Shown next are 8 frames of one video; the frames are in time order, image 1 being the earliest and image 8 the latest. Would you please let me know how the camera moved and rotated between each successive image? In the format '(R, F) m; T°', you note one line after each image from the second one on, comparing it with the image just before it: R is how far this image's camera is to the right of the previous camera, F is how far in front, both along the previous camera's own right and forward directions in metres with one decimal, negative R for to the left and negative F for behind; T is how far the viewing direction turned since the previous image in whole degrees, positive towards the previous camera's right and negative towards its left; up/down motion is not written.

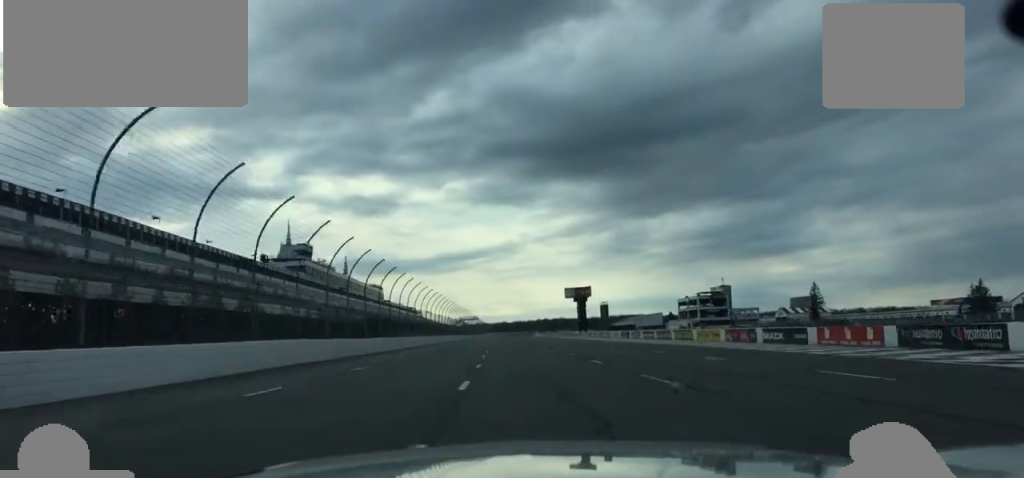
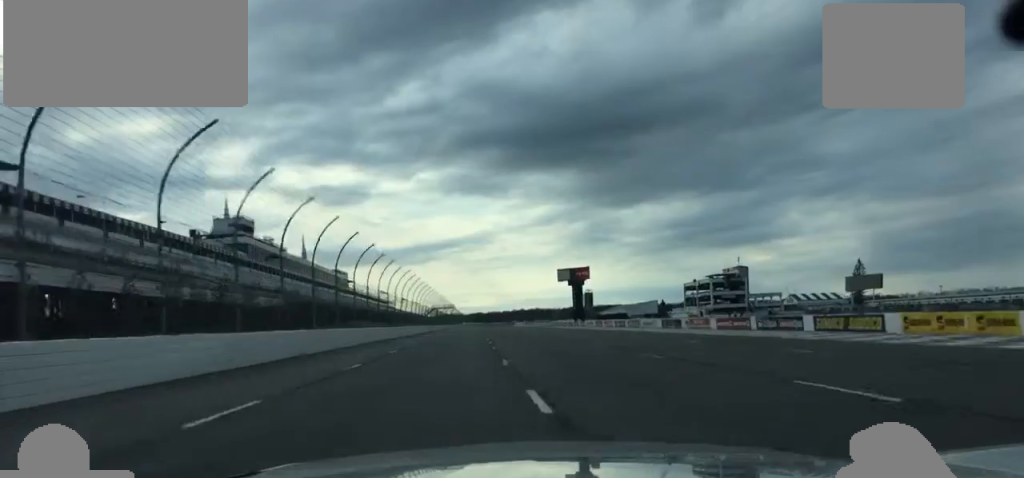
(+1.8, +42.9) m; +2°
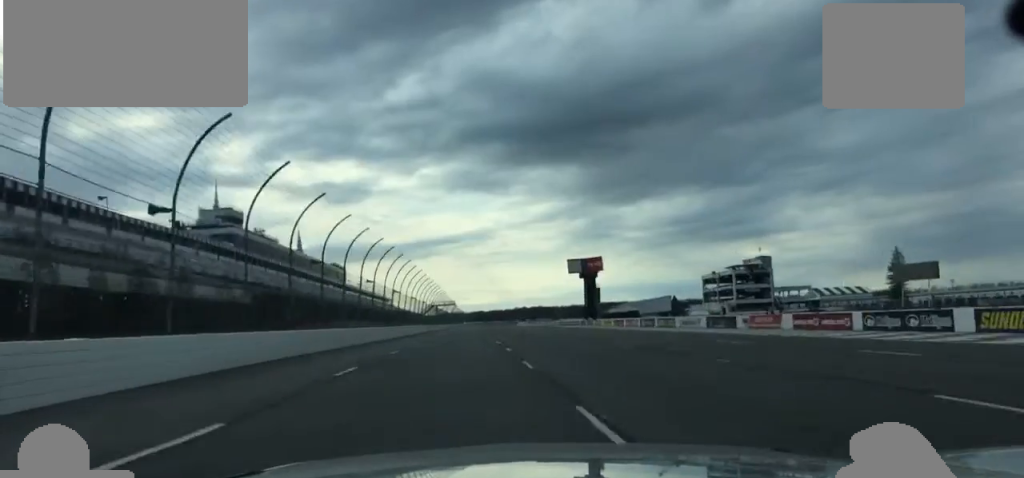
(0.0, +16.1) m; 0°
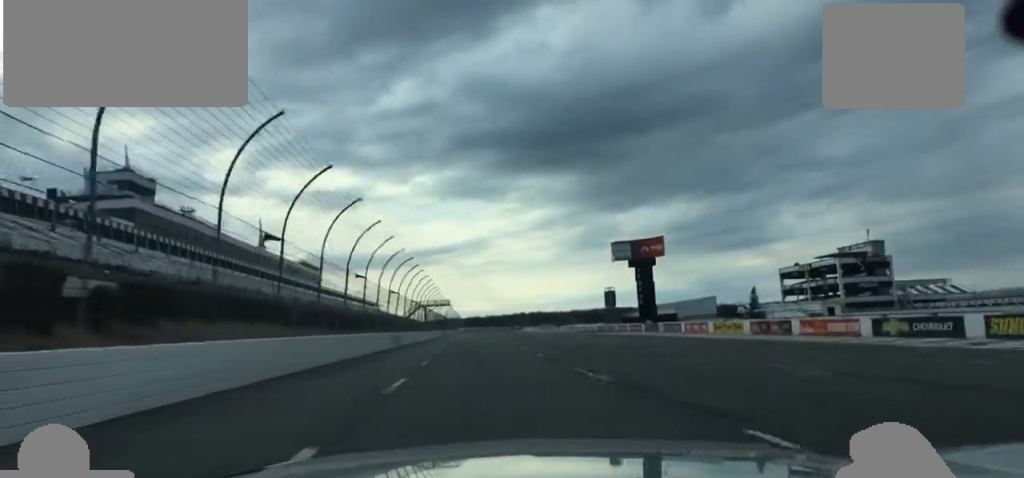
(-0.6, +65.0) m; 0°
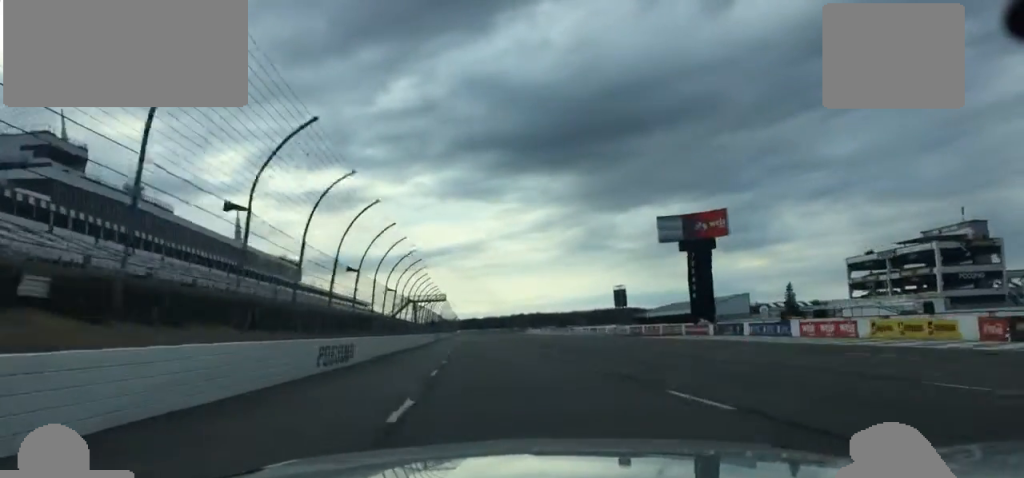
(+0.2, +31.5) m; +1°
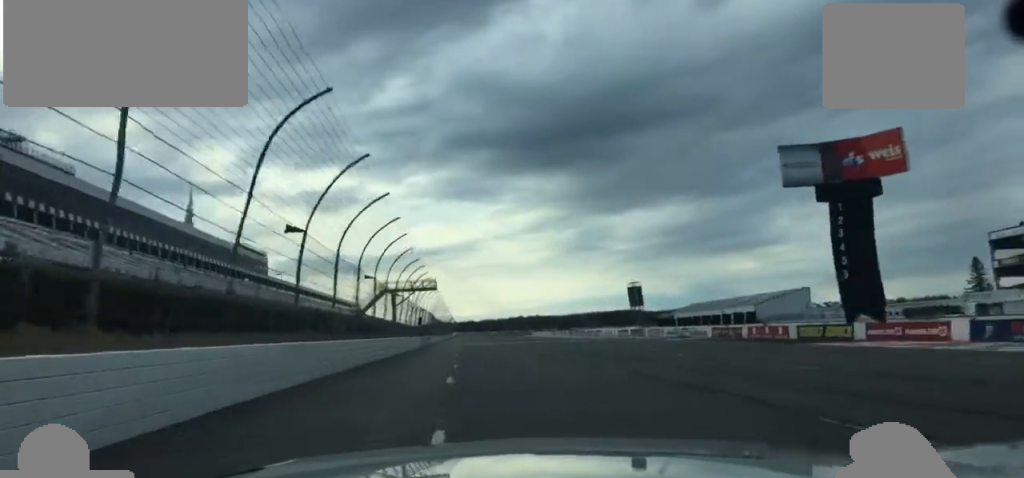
(+0.5, +42.2) m; +1°
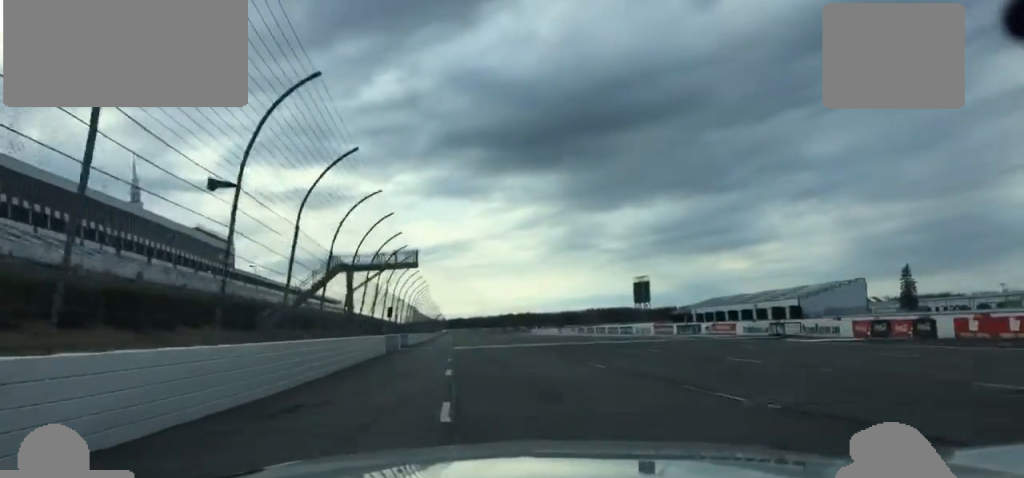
(+0.1, +32.2) m; 0°
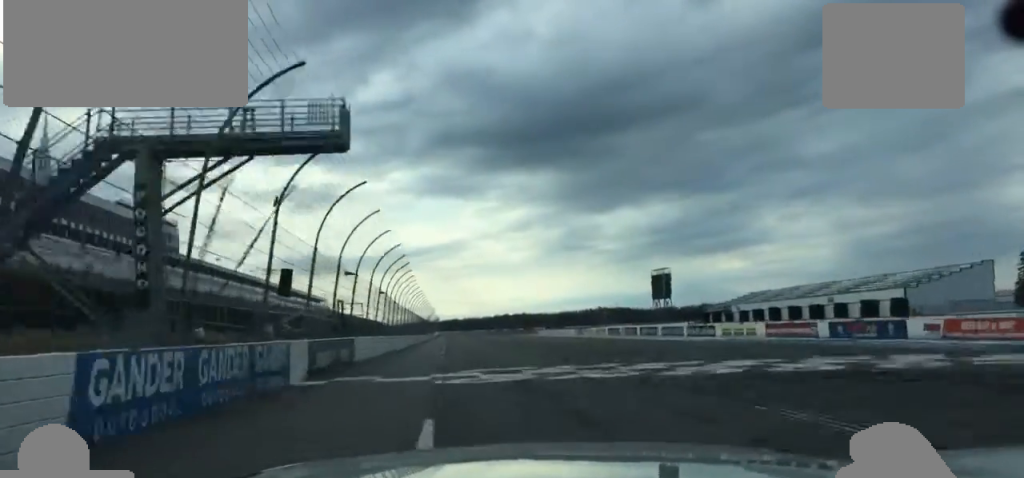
(0.0, +39.1) m; 0°
